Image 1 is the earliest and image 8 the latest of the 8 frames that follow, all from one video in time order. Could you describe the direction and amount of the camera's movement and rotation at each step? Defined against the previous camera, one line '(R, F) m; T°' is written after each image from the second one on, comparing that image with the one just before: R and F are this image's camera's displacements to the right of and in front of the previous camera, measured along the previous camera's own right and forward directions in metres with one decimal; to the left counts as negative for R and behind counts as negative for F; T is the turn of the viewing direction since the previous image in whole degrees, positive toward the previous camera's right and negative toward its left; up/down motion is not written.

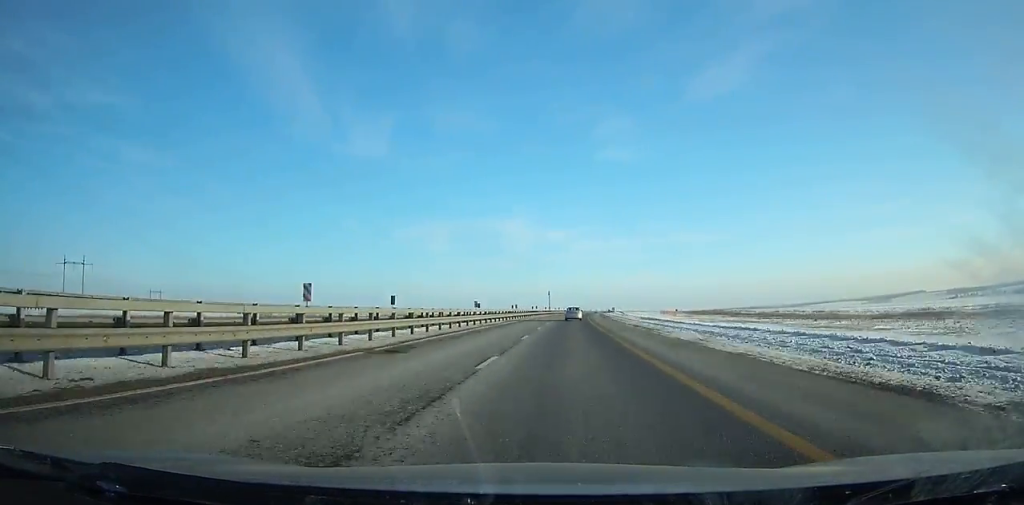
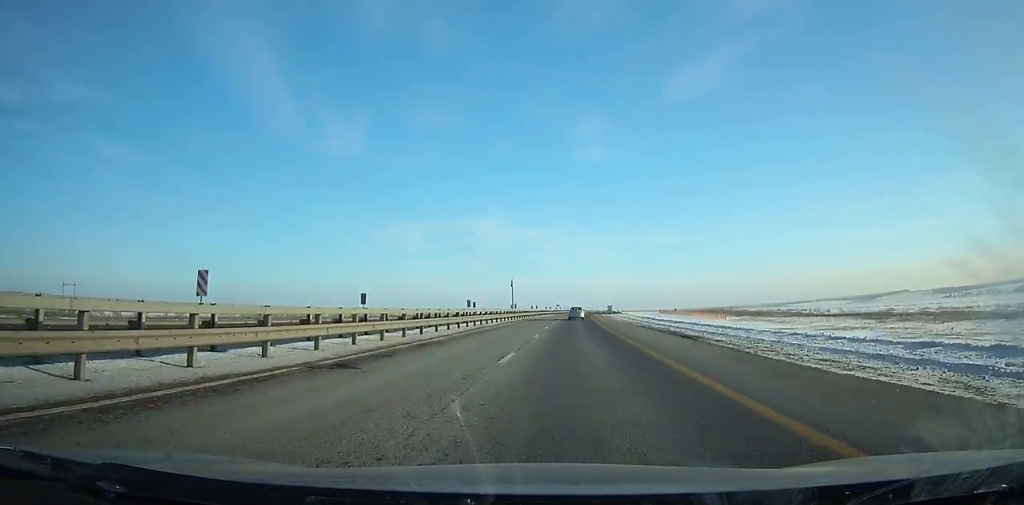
(+1.9, +94.5) m; +2°
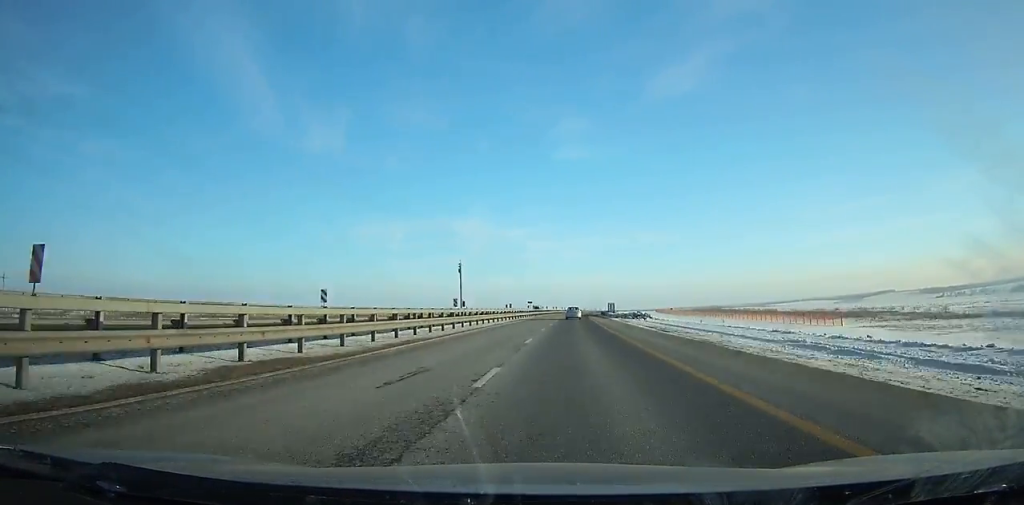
(+0.8, +63.7) m; +2°
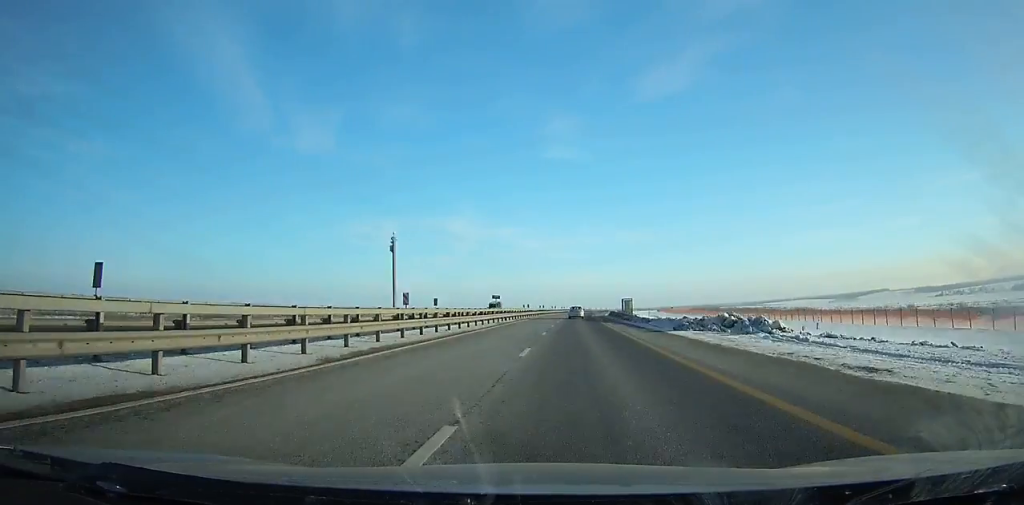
(+0.3, +41.8) m; +1°
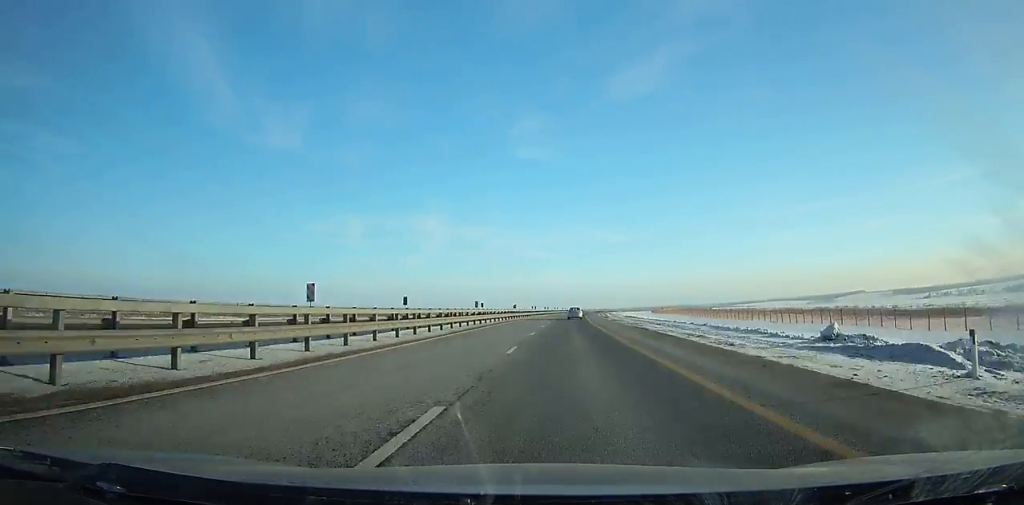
(+2.1, +94.0) m; +3°
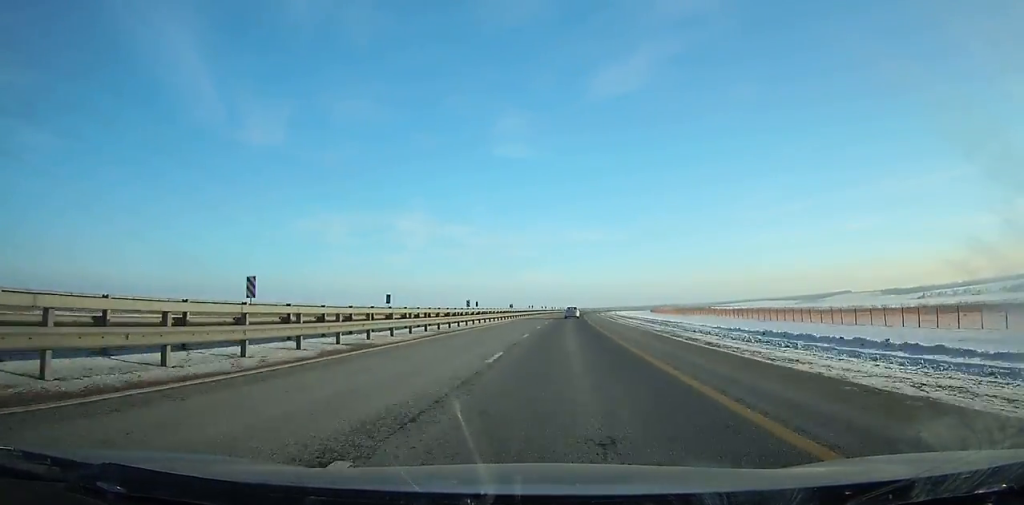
(+0.9, +62.4) m; +2°
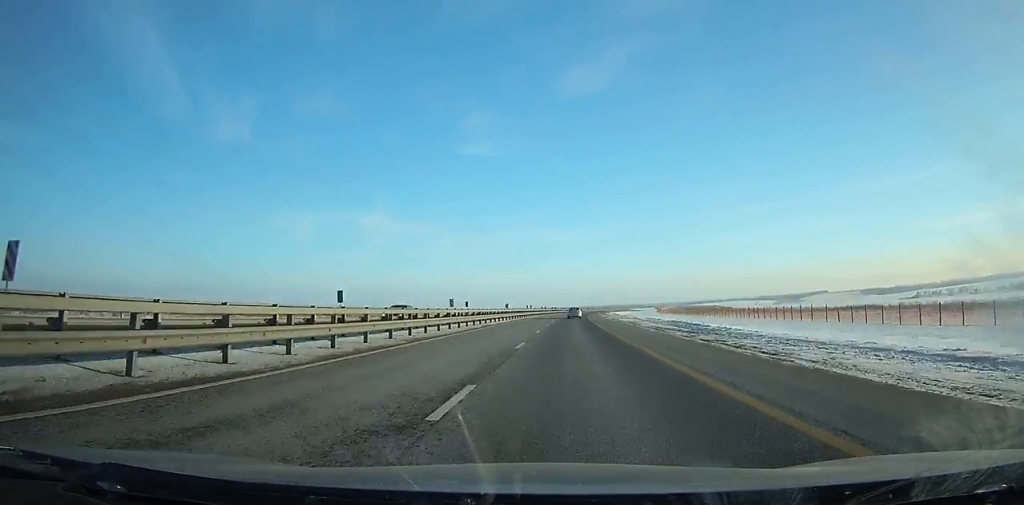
(+3.7, +126.4) m; +3°
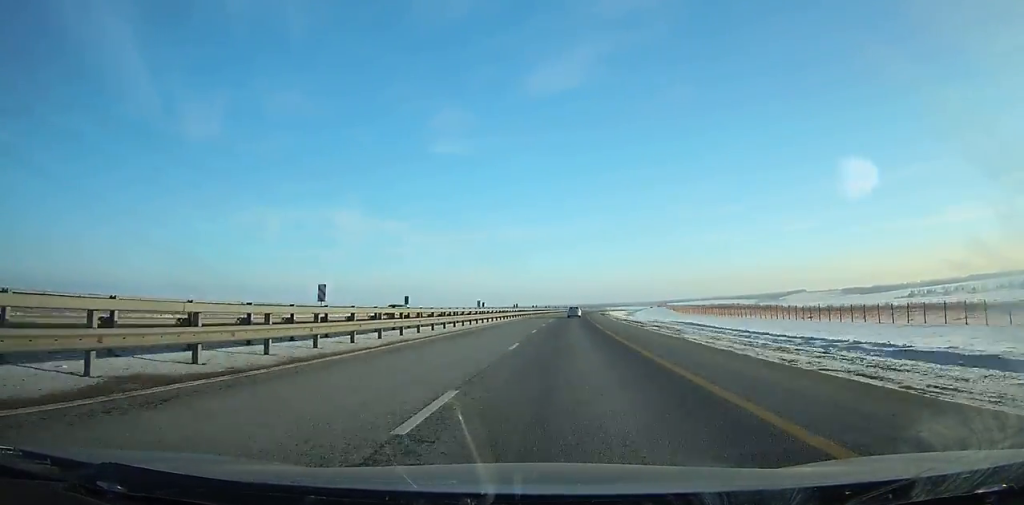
(+2.6, +108.3) m; +3°
